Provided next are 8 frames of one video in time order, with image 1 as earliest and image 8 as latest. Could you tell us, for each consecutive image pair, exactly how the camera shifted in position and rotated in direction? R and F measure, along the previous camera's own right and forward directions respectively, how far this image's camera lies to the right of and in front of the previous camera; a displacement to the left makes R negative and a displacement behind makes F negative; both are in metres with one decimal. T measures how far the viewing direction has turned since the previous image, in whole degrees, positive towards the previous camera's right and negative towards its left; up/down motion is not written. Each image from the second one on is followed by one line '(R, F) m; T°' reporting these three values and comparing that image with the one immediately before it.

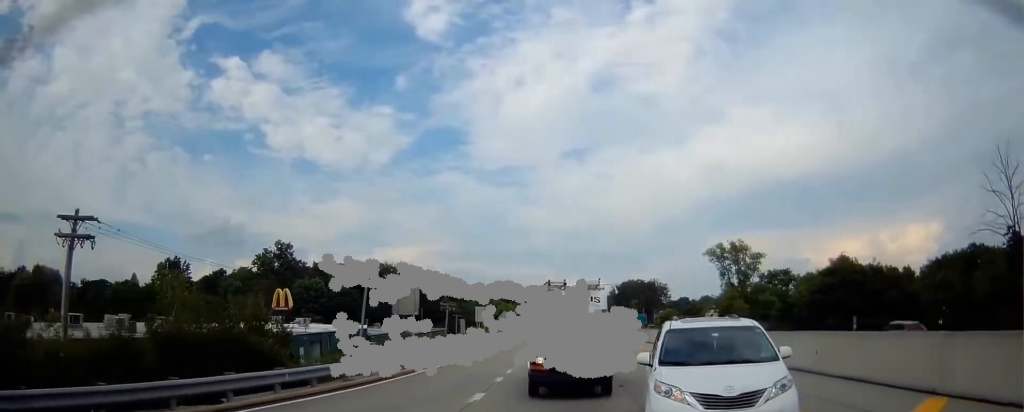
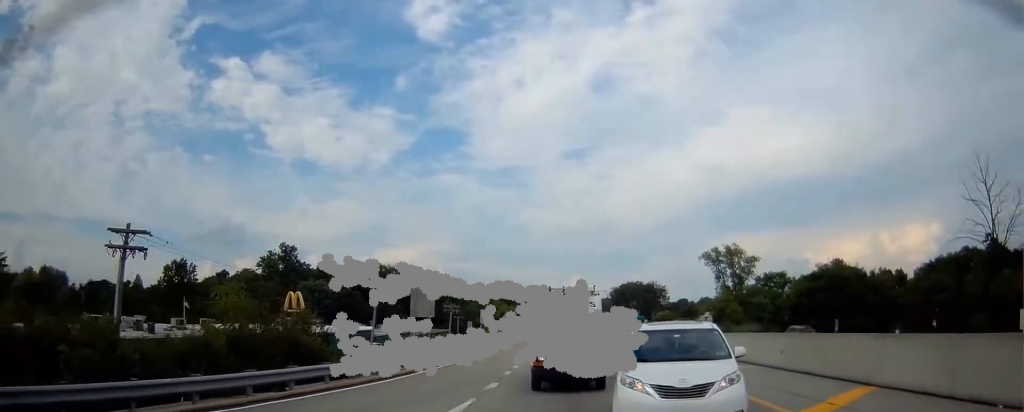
(-0.1, +3.2) m; 0°
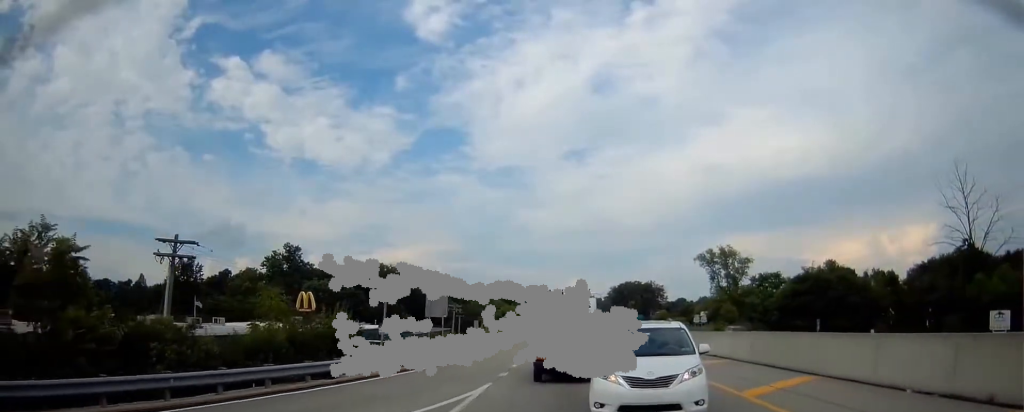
(0.0, +3.6) m; +1°
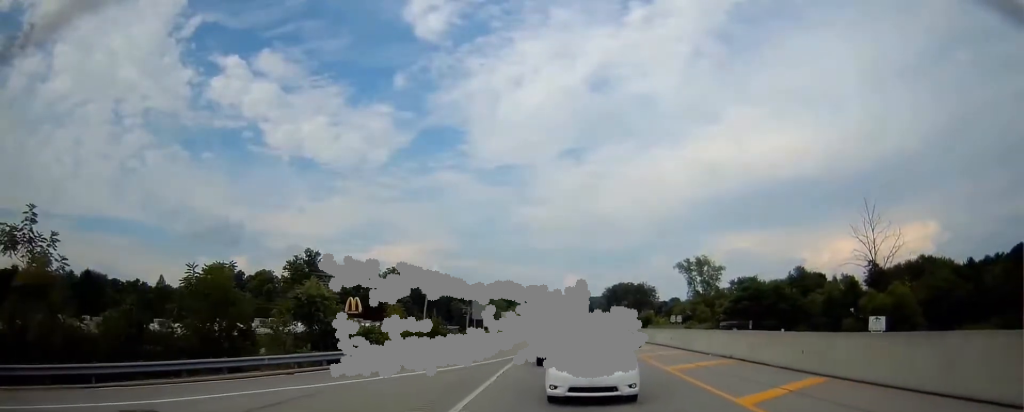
(+0.4, +18.7) m; 0°
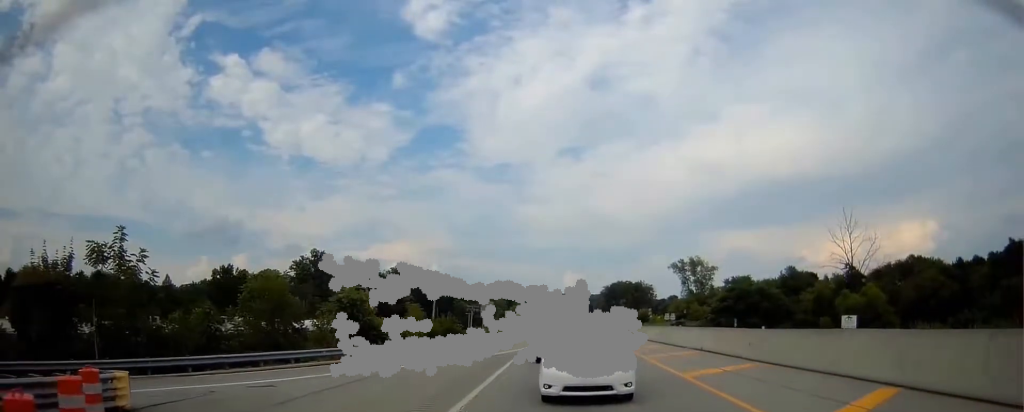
(0.0, +5.8) m; 0°
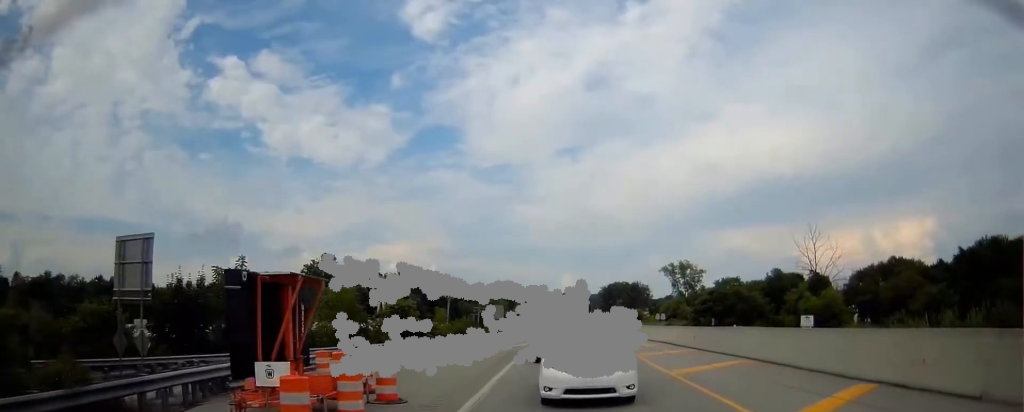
(0.0, +10.3) m; +3°
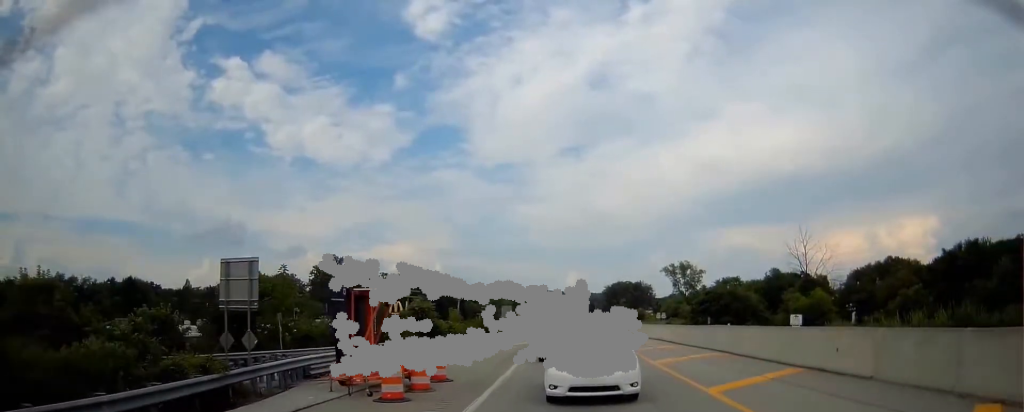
(+0.2, +4.7) m; 0°
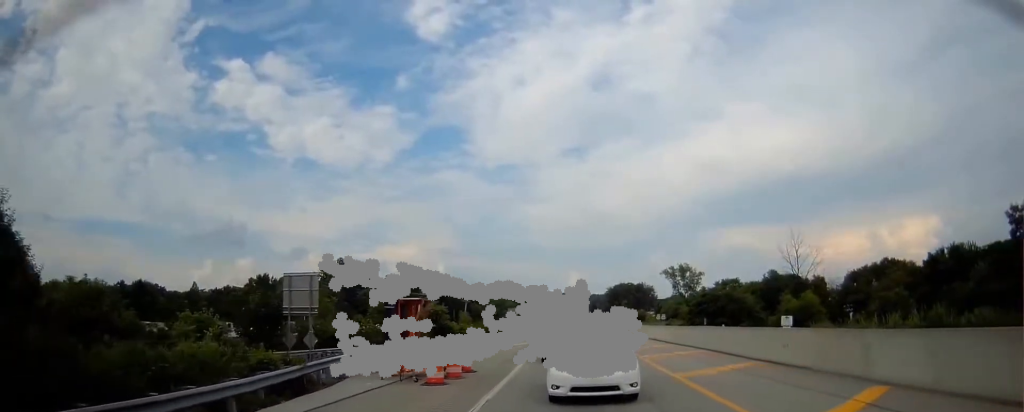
(+0.2, +3.9) m; 0°
